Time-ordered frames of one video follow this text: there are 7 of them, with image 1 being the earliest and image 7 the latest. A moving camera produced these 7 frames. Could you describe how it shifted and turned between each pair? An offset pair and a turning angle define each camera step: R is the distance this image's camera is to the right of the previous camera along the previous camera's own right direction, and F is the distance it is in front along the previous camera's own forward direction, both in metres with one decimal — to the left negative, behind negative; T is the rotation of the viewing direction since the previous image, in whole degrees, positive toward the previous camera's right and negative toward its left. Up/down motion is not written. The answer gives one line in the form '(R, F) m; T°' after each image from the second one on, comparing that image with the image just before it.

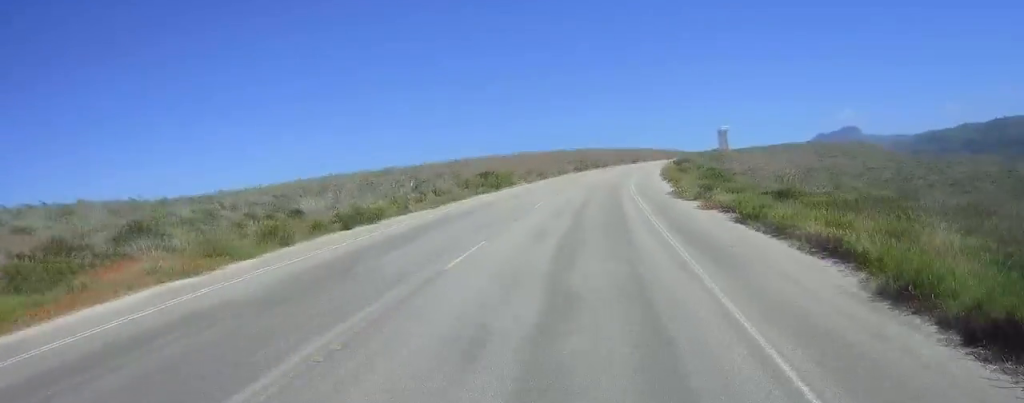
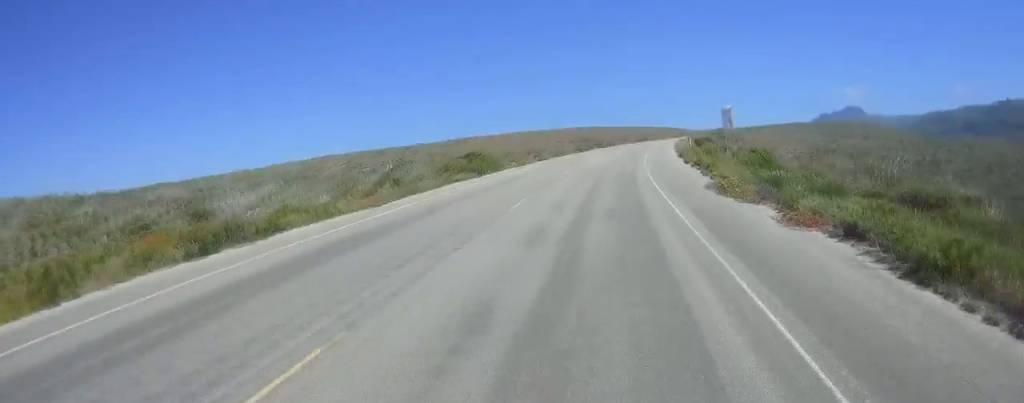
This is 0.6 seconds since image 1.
(+0.2, +8.8) m; +1°
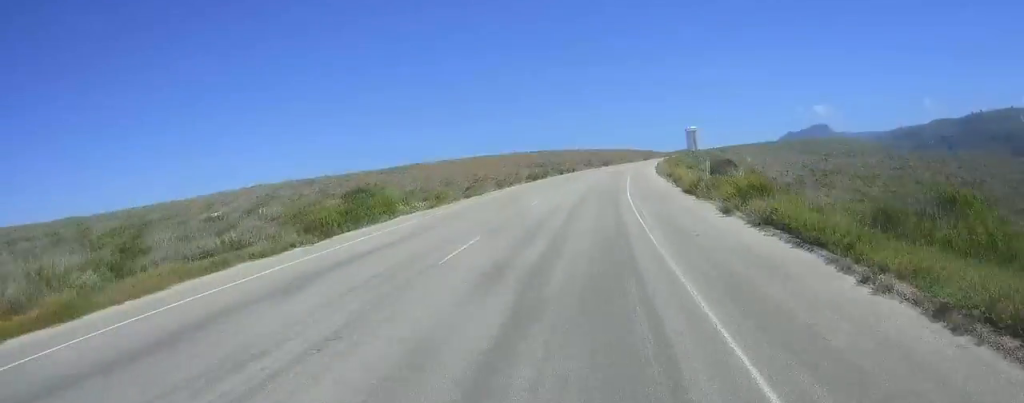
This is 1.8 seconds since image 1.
(+0.2, +18.3) m; +2°
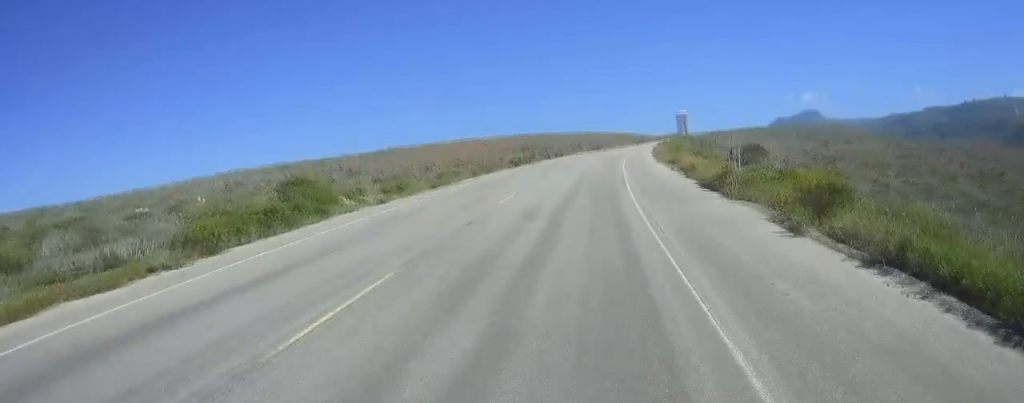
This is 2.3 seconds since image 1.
(+0.1, +6.5) m; +1°
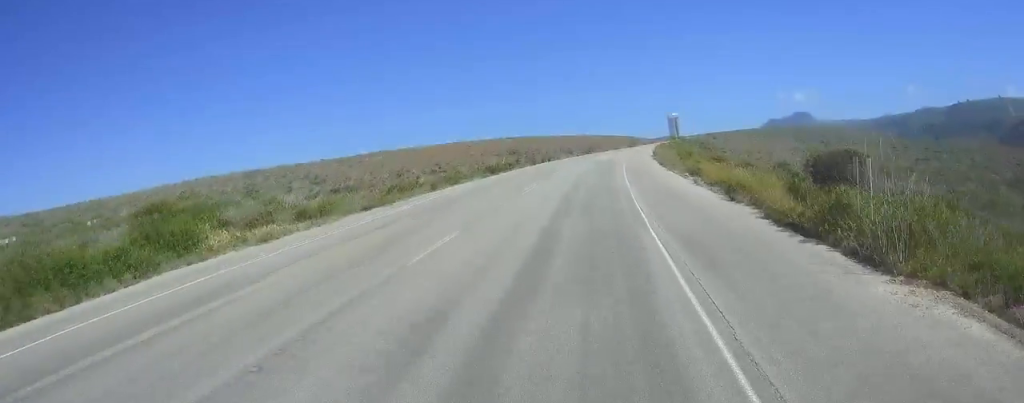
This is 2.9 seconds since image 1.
(+0.2, +9.5) m; +1°
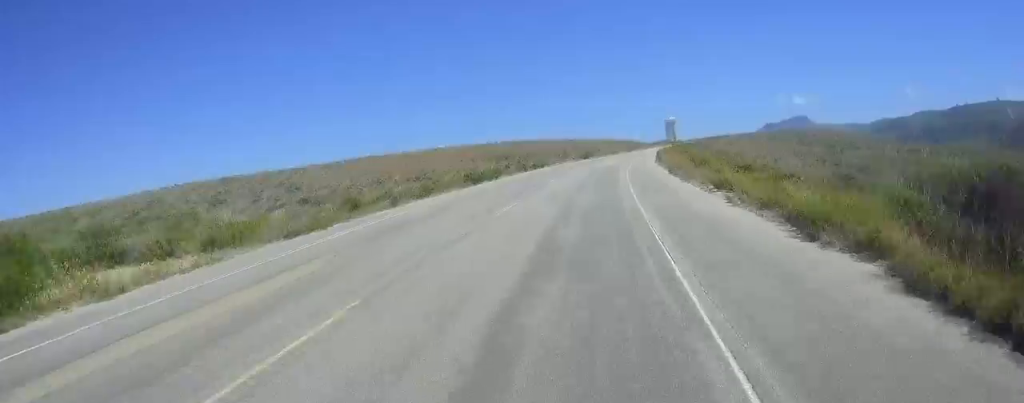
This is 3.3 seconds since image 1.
(0.0, +6.5) m; 0°
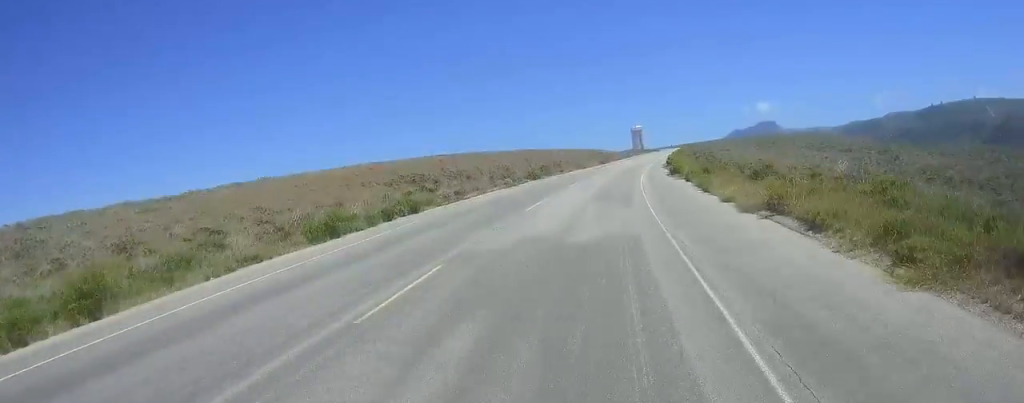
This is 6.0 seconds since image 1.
(+1.4, +39.1) m; +5°
